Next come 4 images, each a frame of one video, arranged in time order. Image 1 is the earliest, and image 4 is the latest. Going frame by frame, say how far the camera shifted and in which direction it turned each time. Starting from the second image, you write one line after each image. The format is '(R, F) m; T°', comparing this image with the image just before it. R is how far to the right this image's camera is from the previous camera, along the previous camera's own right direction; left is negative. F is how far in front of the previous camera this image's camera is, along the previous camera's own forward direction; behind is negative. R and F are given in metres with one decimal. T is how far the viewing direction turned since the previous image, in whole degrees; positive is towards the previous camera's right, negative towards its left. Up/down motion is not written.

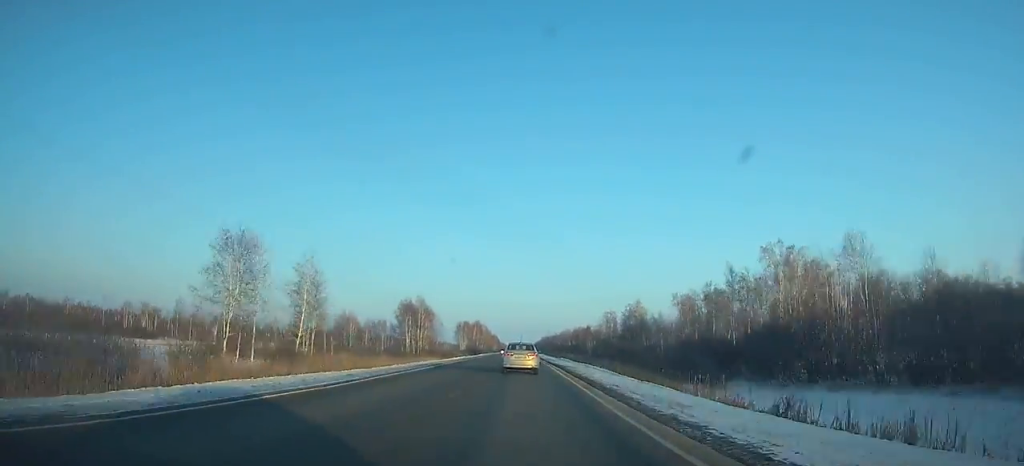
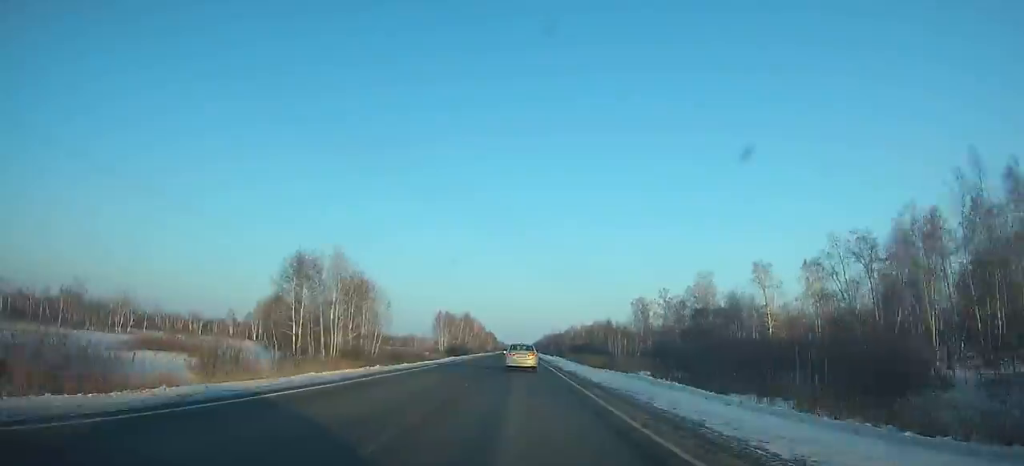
(0.0, +56.6) m; 0°
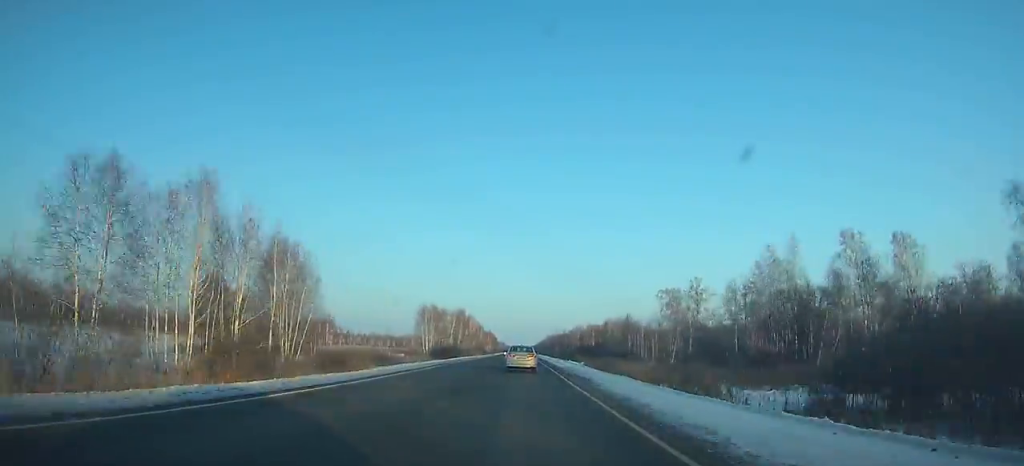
(0.0, +29.9) m; 0°
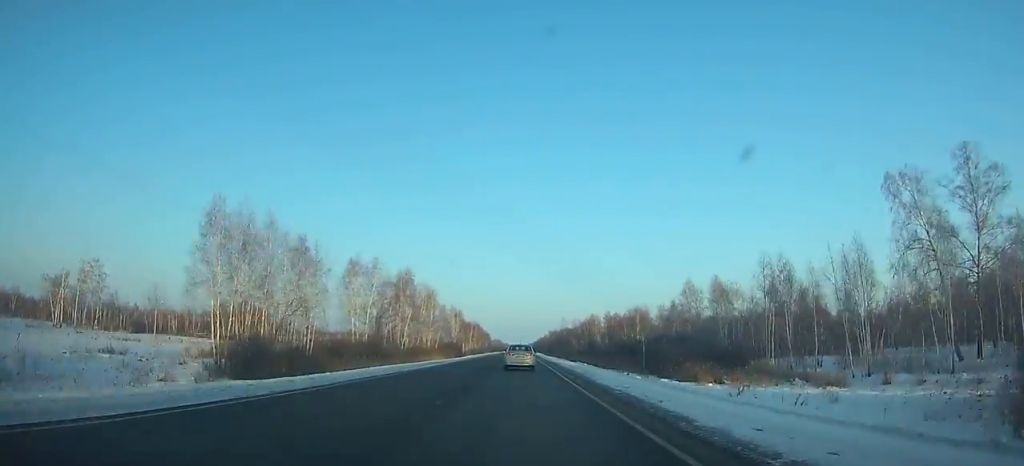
(+0.2, +93.3) m; 0°
